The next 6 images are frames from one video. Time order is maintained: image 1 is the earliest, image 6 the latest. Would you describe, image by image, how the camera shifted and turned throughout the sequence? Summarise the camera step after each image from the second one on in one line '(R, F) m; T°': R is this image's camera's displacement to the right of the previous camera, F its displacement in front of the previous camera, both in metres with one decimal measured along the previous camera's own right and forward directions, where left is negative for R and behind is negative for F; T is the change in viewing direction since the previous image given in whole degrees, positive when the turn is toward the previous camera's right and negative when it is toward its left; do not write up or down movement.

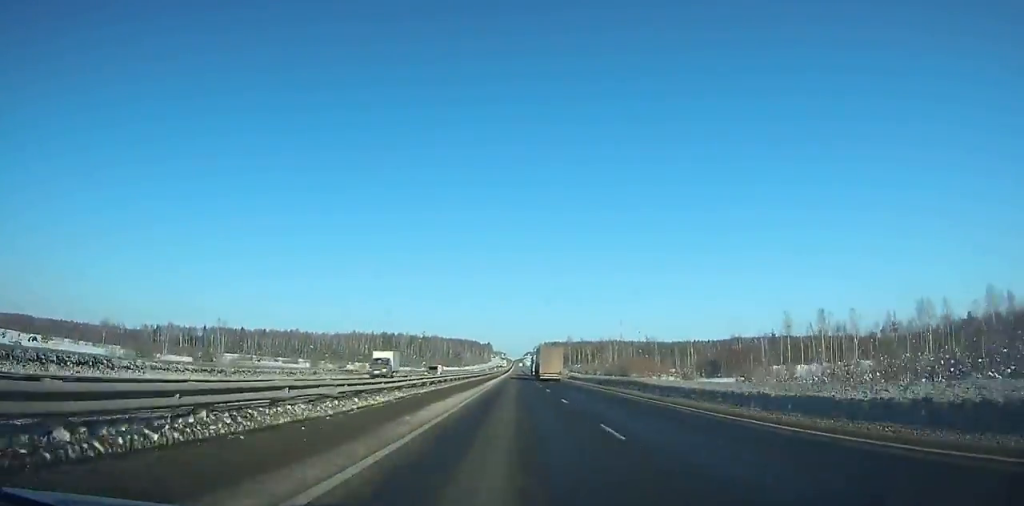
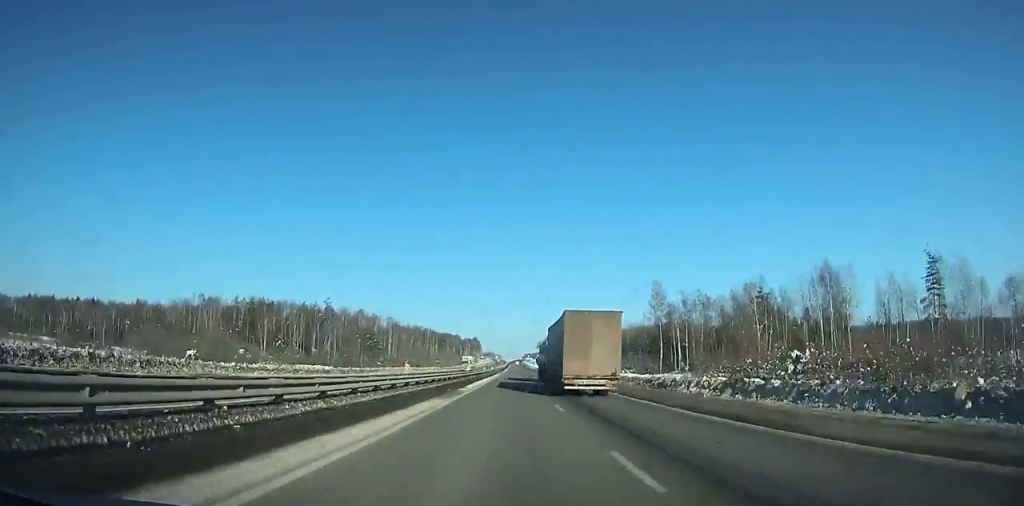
(+22.4, +253.6) m; +5°
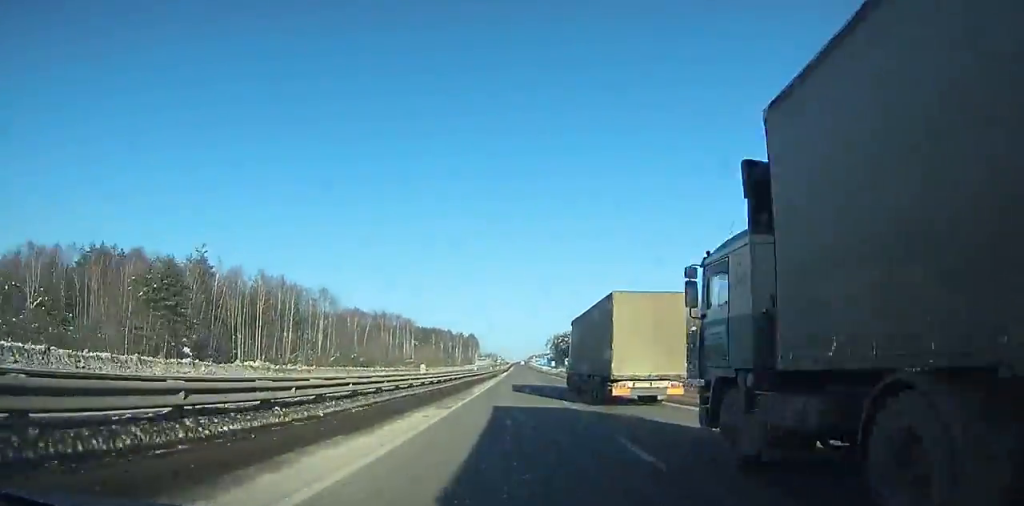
(-1.1, +106.2) m; -3°
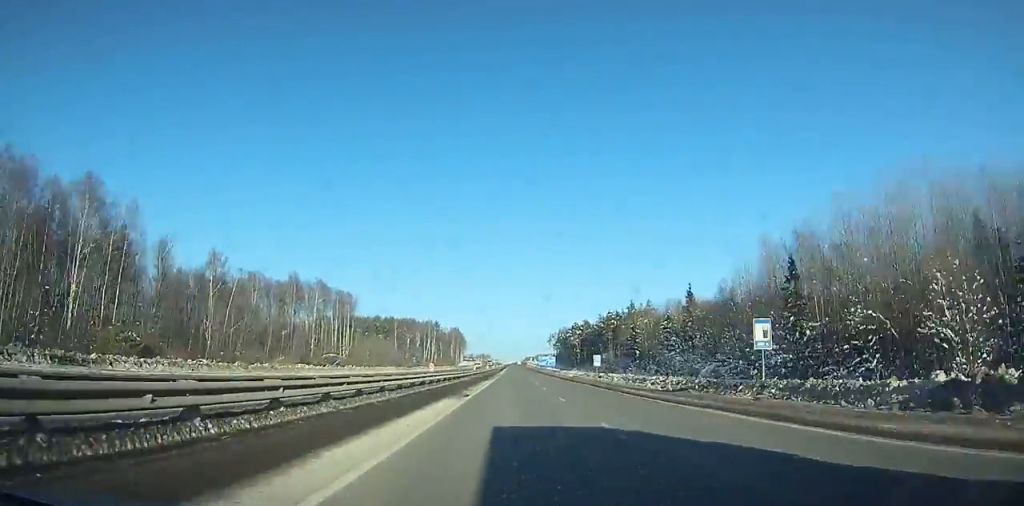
(-1.4, +103.7) m; +5°
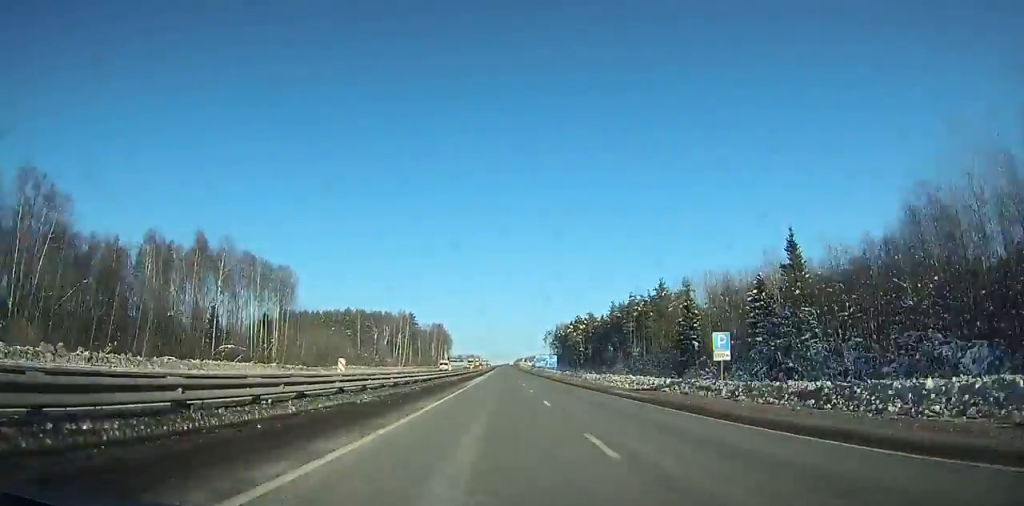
(+5.8, +49.0) m; +2°
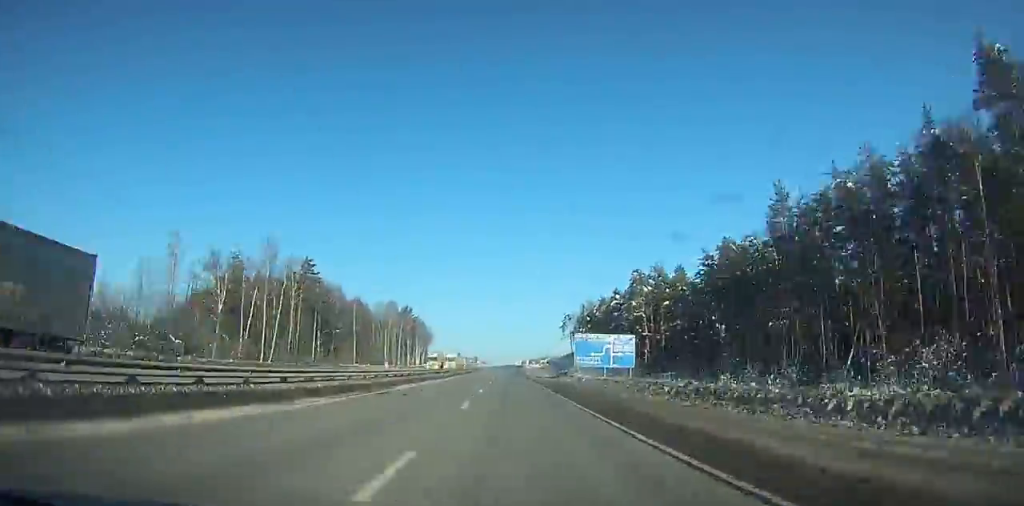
(-2.4, +123.9) m; -3°
